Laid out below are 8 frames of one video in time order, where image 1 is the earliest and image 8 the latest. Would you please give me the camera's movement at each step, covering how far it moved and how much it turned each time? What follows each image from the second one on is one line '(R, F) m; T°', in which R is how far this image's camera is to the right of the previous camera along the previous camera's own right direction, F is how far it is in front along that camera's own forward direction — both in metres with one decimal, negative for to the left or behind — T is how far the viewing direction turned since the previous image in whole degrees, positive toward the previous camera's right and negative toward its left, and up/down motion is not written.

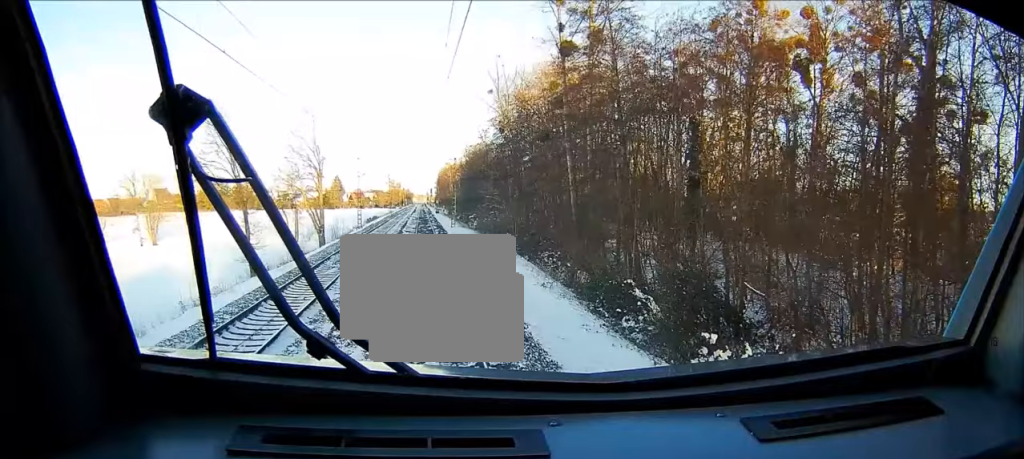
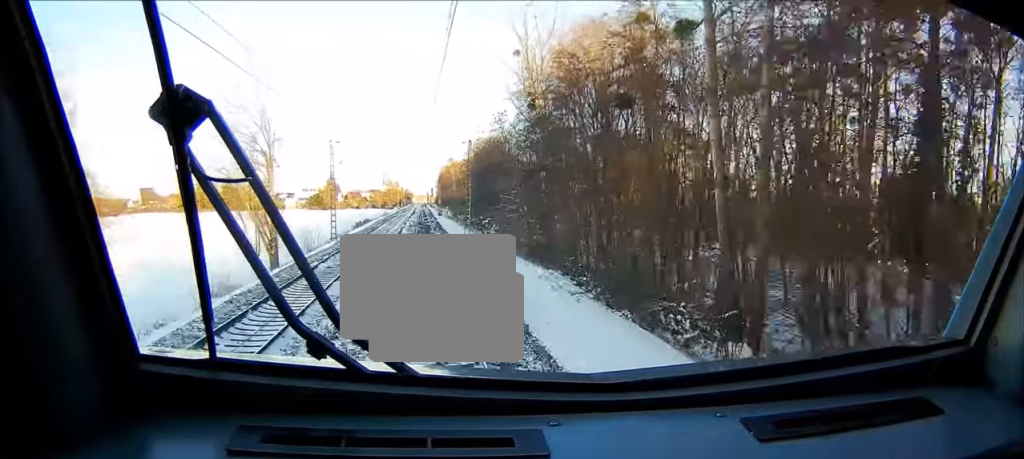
(0.0, +24.6) m; 0°
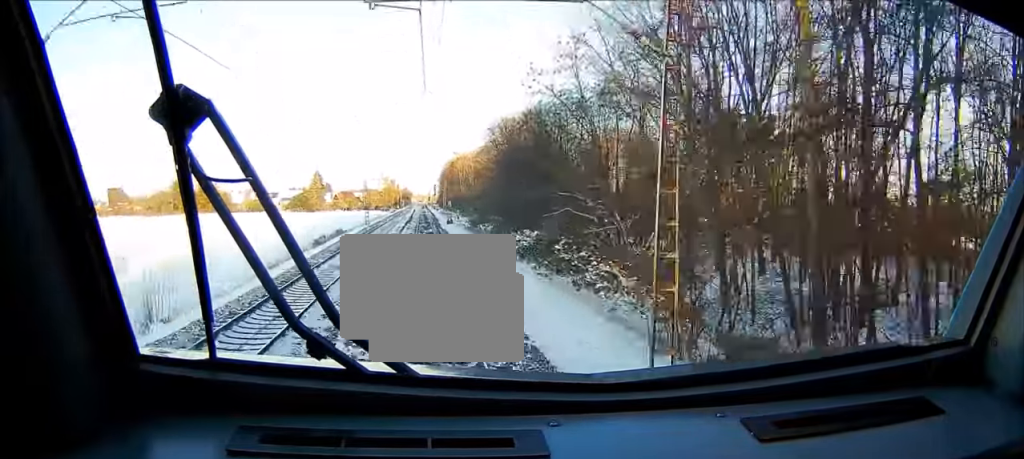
(0.0, +45.1) m; 0°
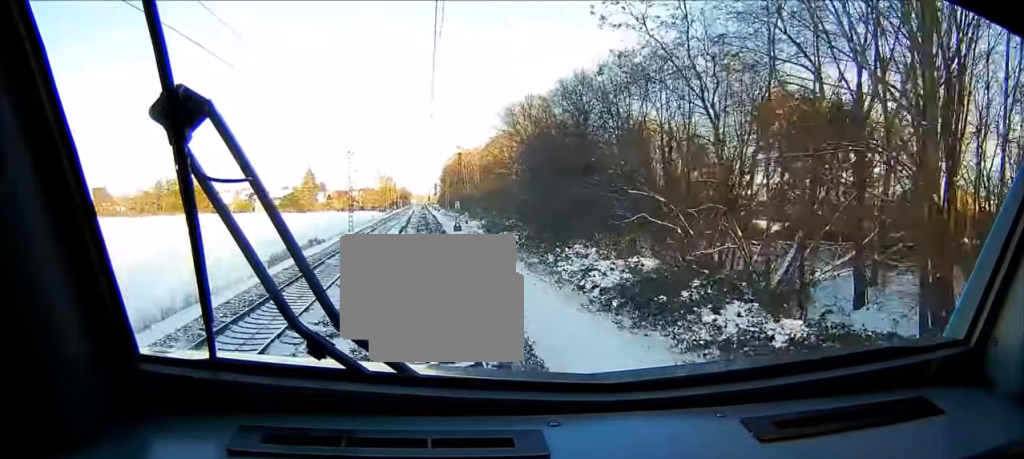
(0.0, +20.7) m; 0°
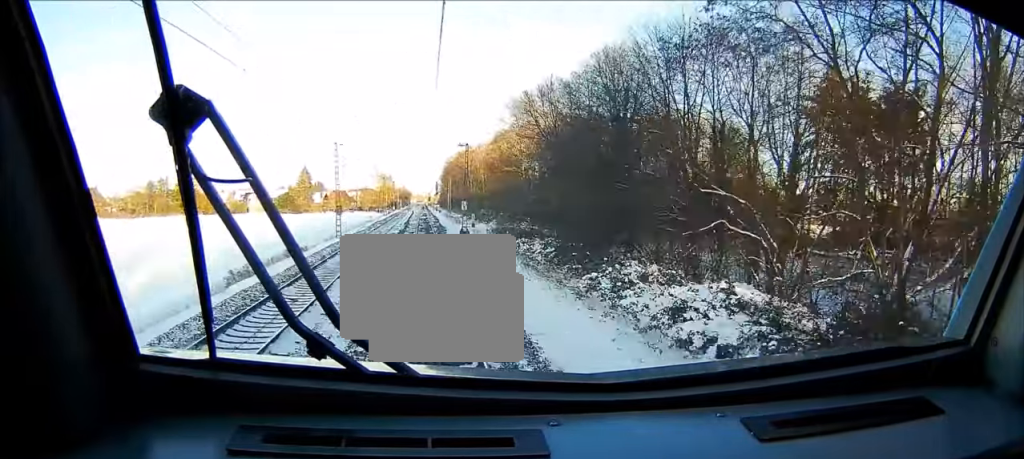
(0.0, +10.7) m; 0°
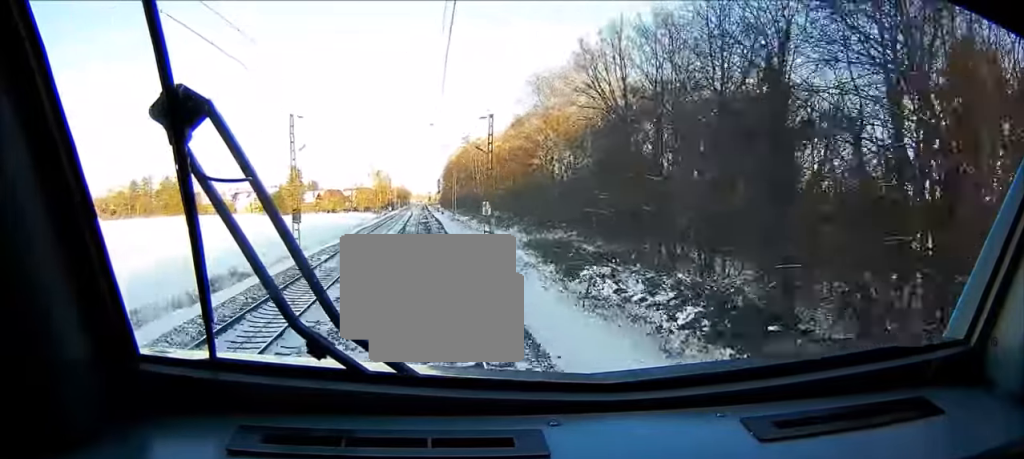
(0.0, +20.4) m; 0°
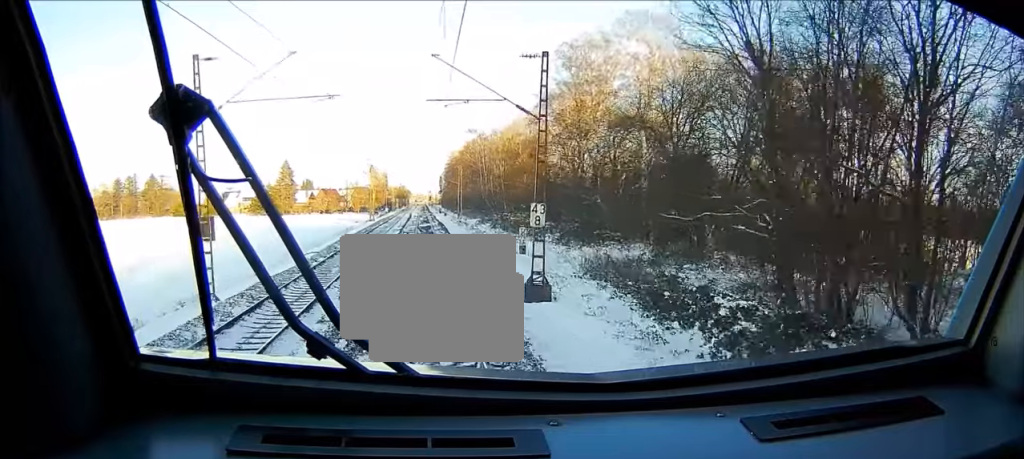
(0.0, +16.8) m; 0°
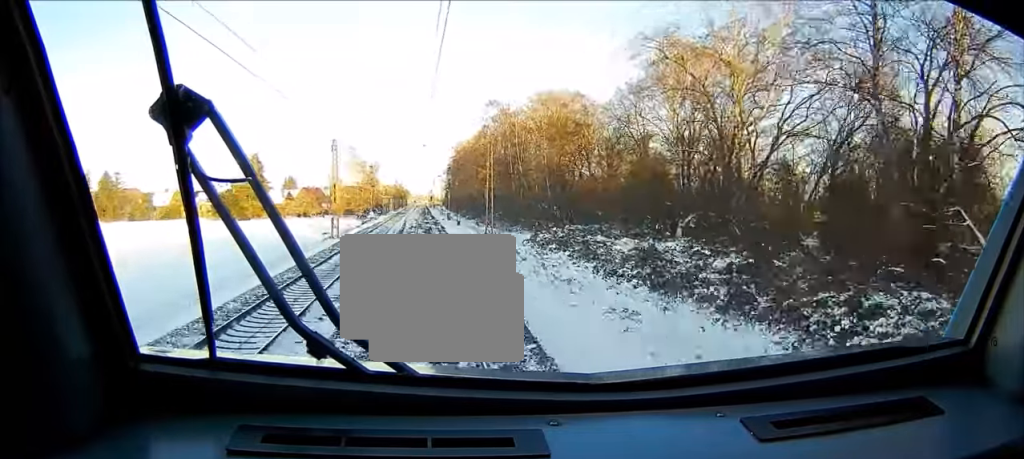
(0.0, +44.7) m; 0°
